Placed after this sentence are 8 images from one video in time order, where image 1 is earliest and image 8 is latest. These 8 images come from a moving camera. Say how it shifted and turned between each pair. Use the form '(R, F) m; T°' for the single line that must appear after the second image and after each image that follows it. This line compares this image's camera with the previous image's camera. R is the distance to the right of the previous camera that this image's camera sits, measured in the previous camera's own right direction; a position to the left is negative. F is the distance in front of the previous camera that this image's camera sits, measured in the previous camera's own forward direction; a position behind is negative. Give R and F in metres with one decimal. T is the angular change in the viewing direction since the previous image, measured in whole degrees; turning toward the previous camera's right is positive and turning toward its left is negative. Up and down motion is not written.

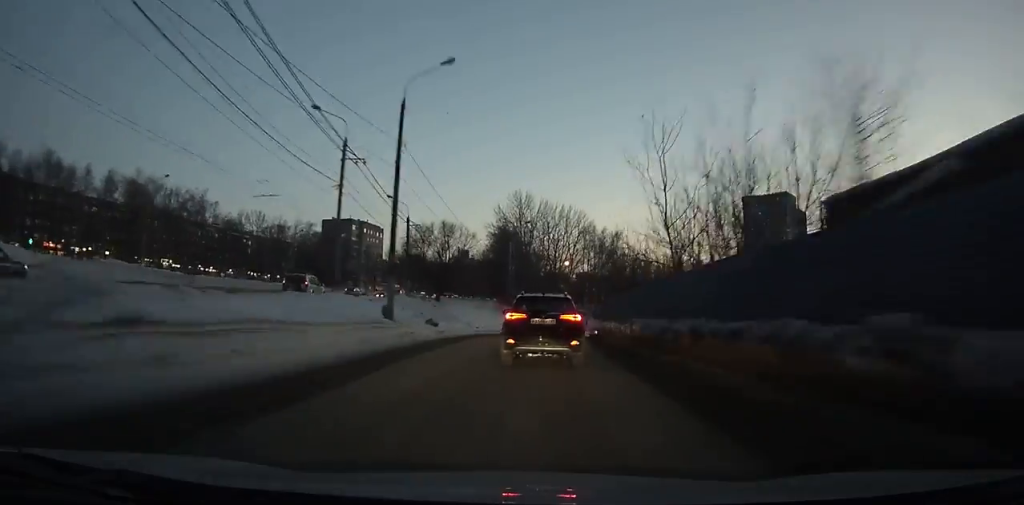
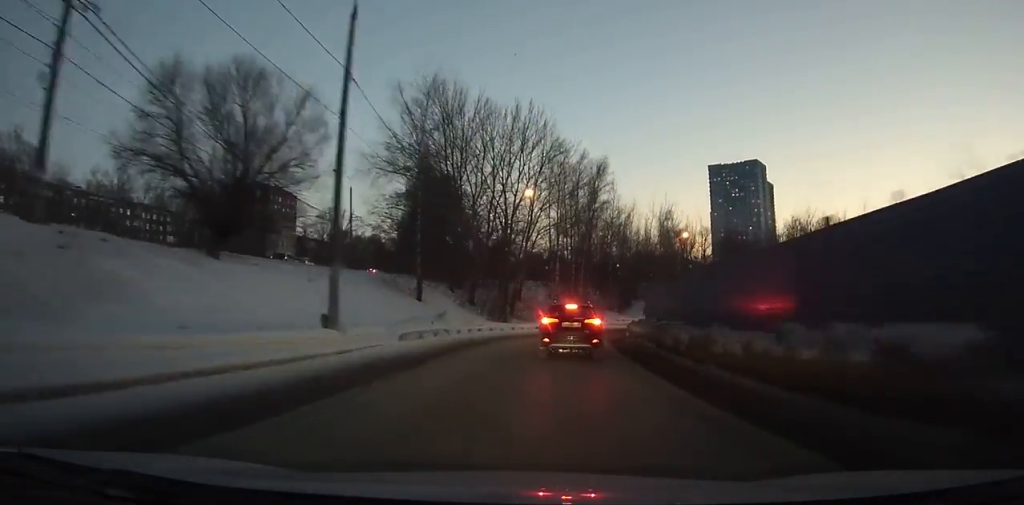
(+2.0, +44.5) m; +9°
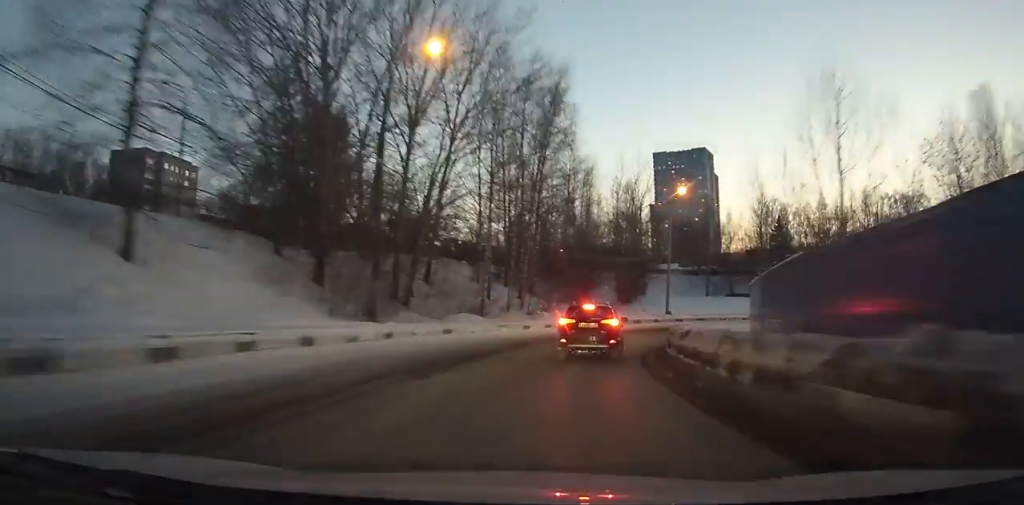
(+1.9, +23.7) m; +11°
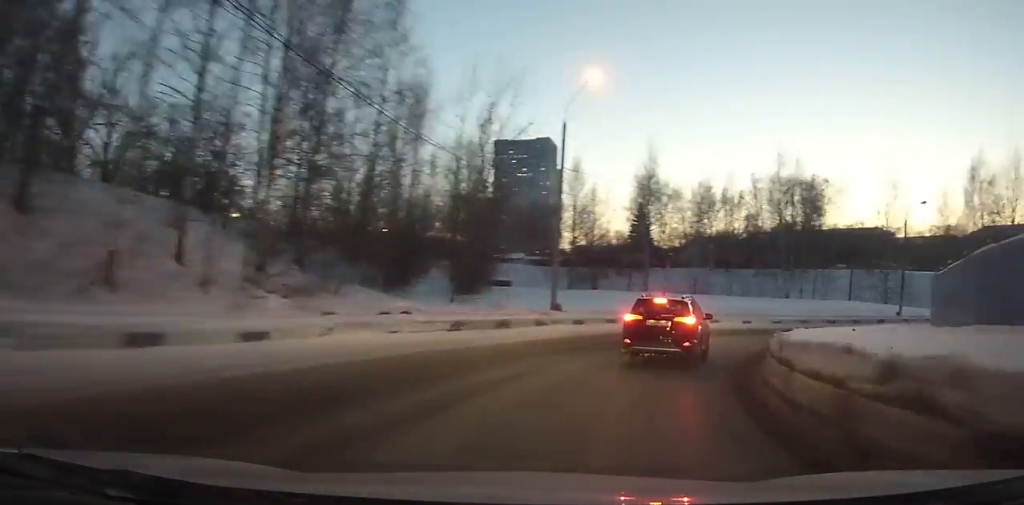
(+2.3, +22.7) m; +20°
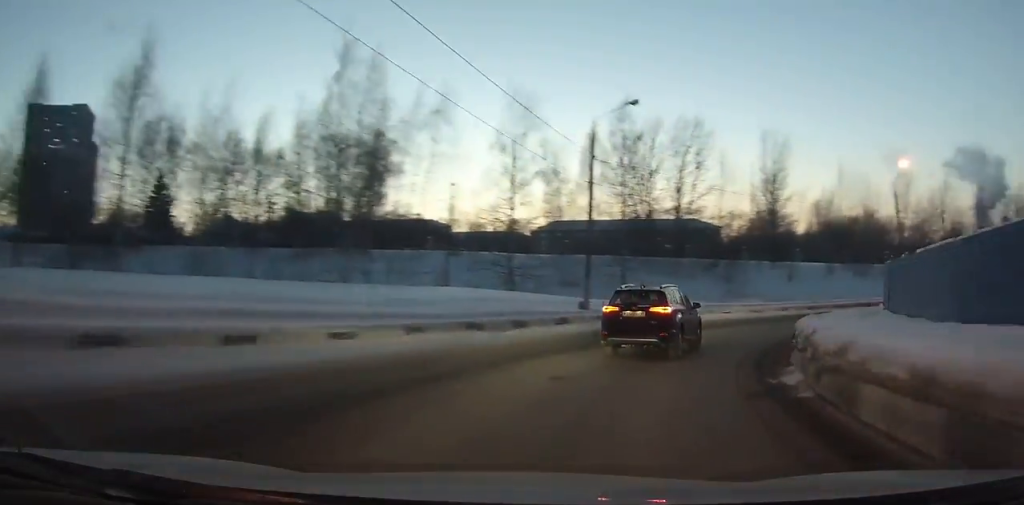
(+6.9, +25.9) m; +41°
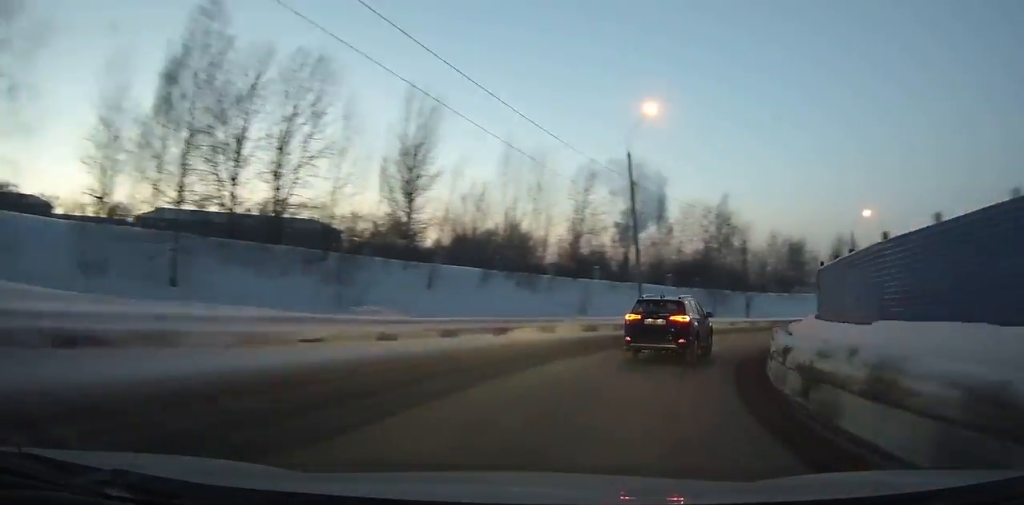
(+7.4, +22.5) m; +39°
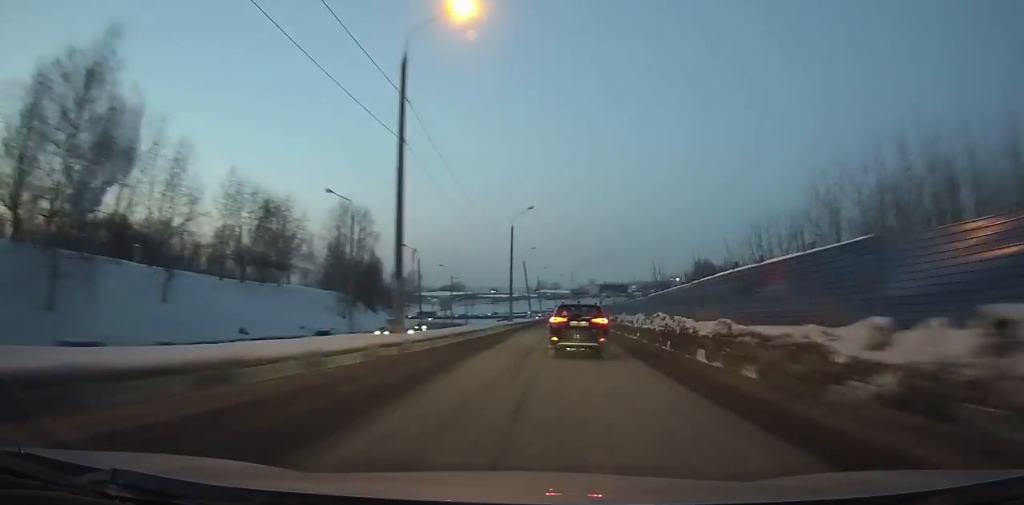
(+21.5, +42.9) m; +36°
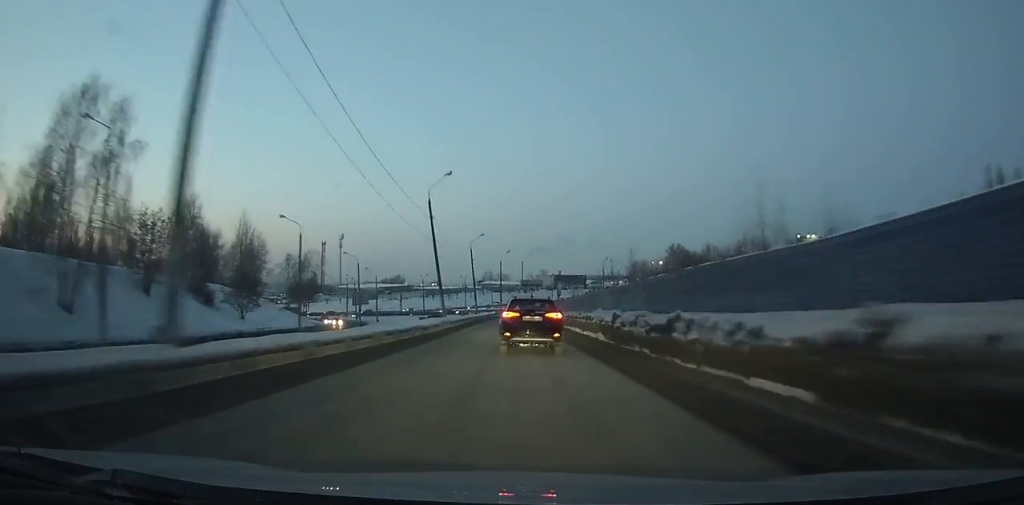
(+4.3, +43.3) m; +5°
